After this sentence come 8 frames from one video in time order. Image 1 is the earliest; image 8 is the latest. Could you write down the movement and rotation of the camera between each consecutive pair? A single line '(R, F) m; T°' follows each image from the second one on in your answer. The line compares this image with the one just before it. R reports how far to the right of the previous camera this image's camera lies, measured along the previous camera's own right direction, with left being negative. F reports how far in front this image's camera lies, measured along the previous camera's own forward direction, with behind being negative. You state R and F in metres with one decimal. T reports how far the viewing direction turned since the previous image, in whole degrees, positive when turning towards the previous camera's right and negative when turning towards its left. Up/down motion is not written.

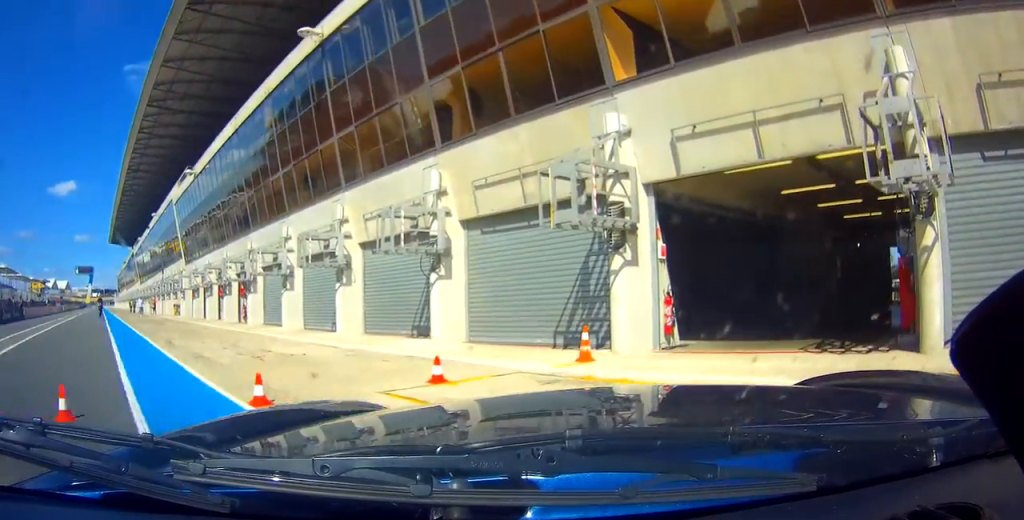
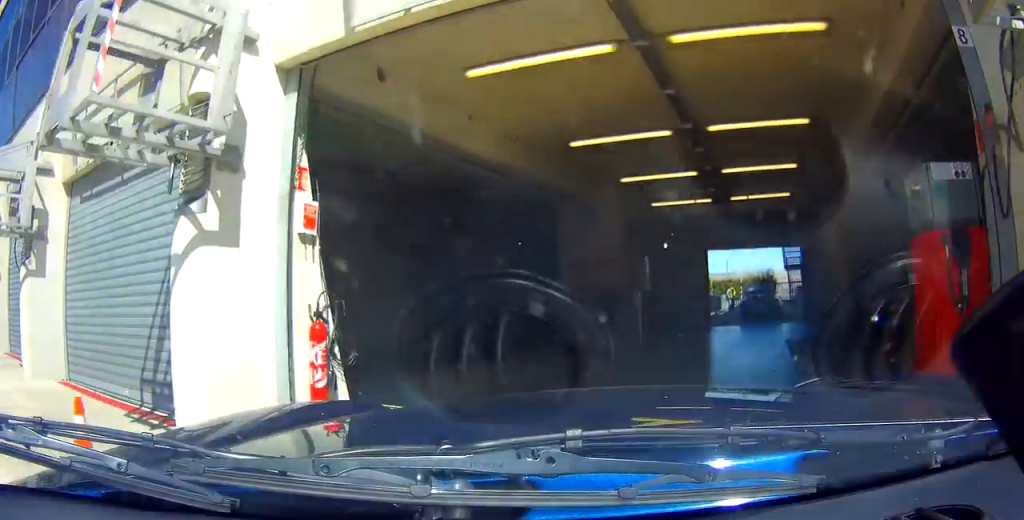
(+0.6, +4.7) m; +15°
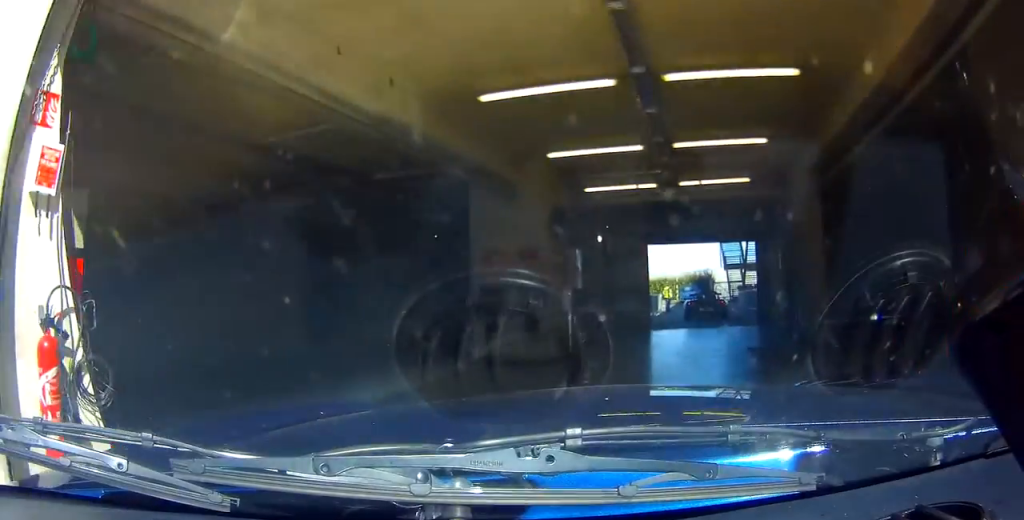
(+0.2, +1.6) m; +4°
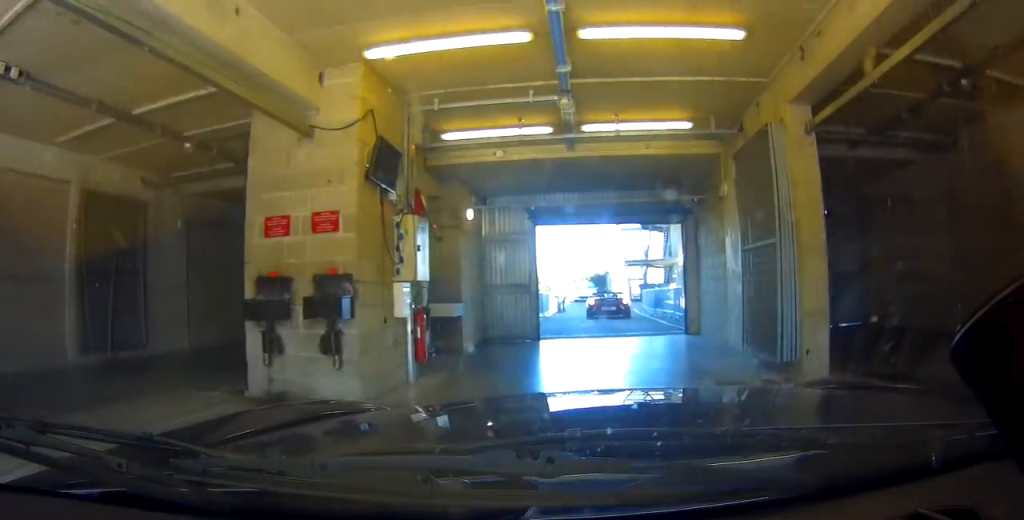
(-0.4, +3.8) m; -12°
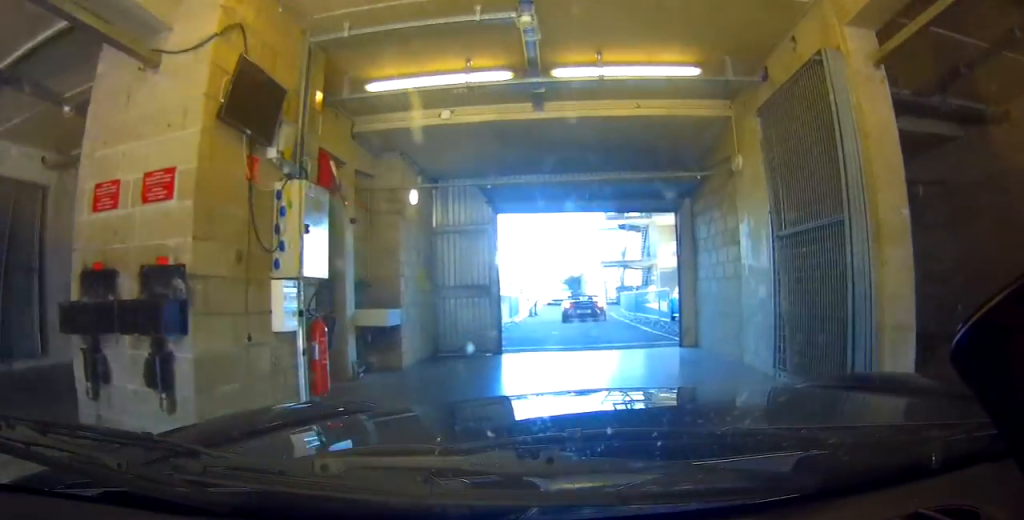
(-0.2, +2.6) m; -5°
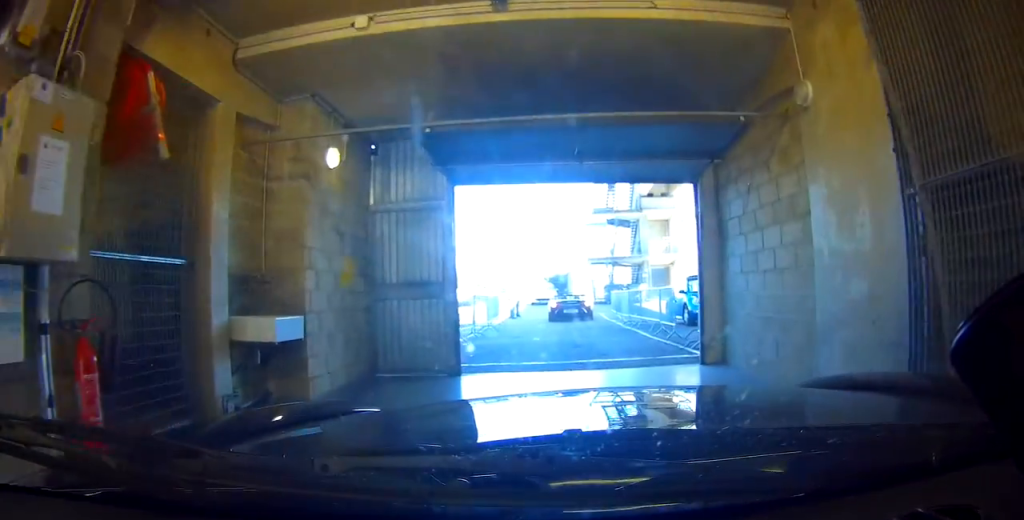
(-0.2, +3.5) m; +1°
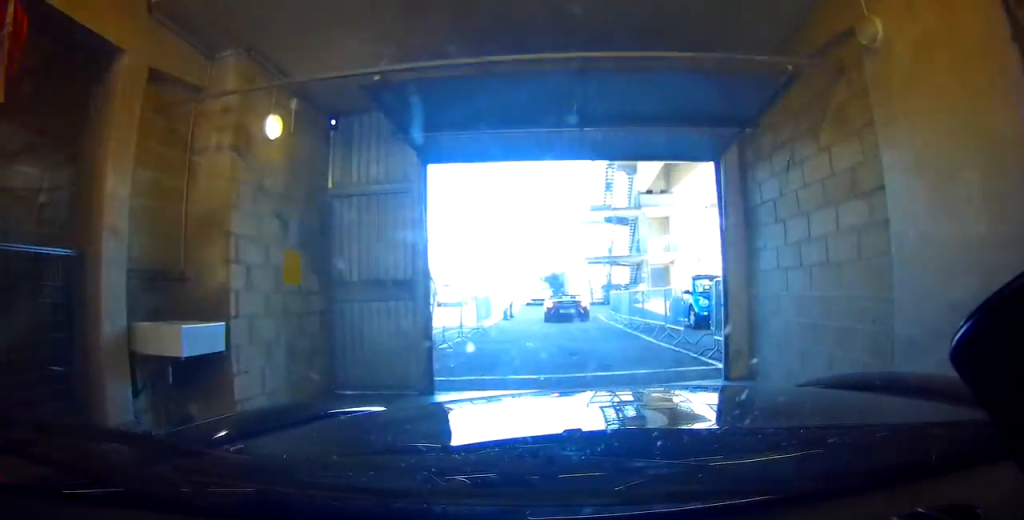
(0.0, +1.6) m; +1°
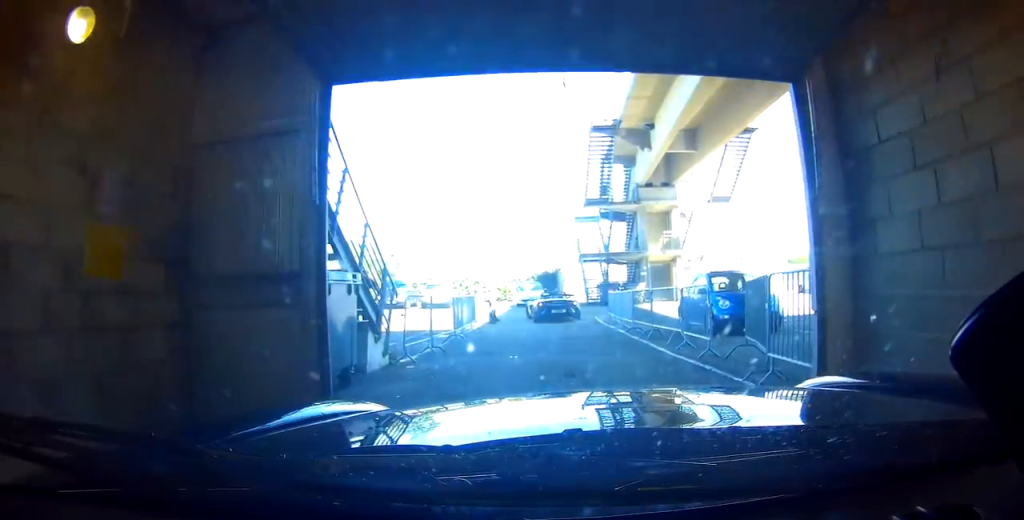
(+0.3, +2.5) m; +3°
